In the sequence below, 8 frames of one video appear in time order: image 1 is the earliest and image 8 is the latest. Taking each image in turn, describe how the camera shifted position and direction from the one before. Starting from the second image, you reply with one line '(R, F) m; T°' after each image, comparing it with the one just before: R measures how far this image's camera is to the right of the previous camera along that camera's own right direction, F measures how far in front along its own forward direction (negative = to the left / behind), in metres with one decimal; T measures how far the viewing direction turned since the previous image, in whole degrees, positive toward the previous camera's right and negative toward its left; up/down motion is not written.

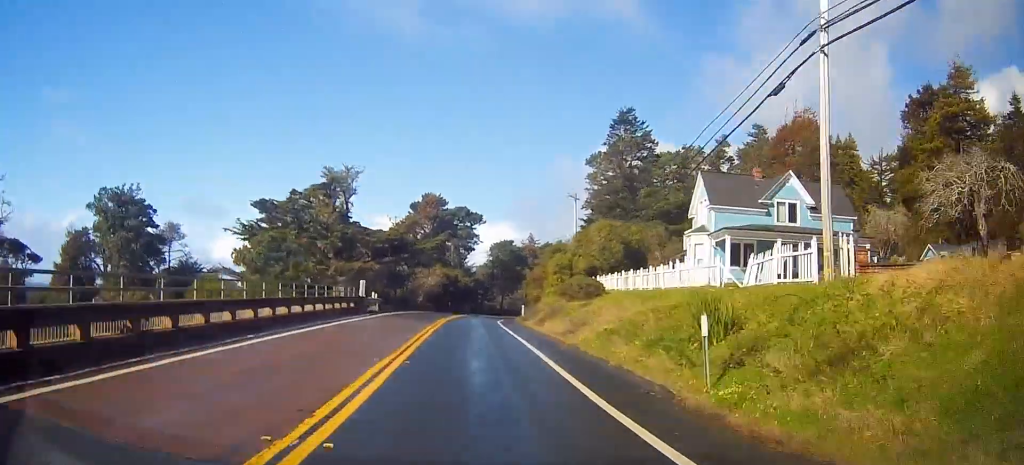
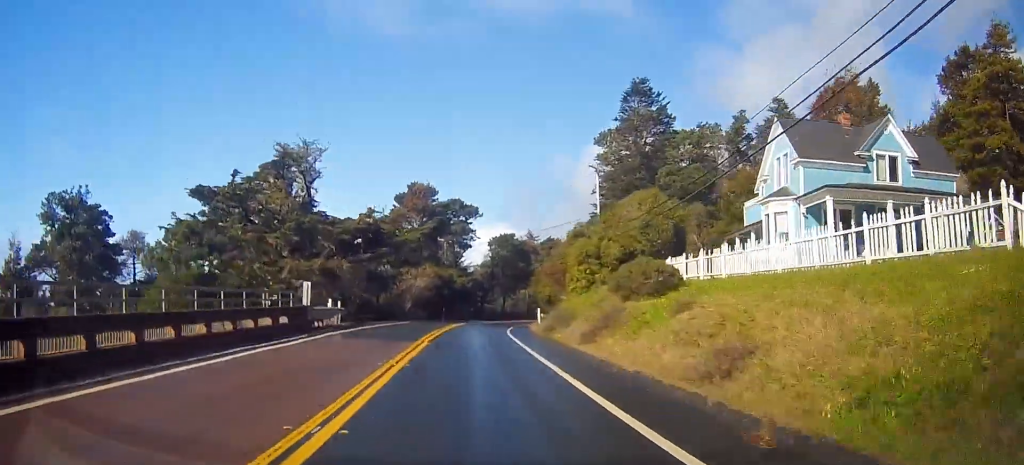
(+0.1, +13.7) m; +1°
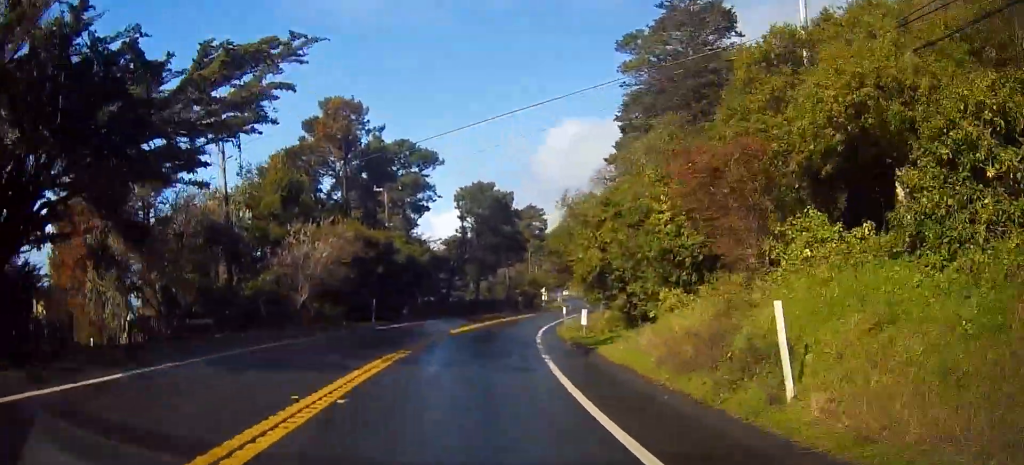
(+0.4, +34.7) m; +5°
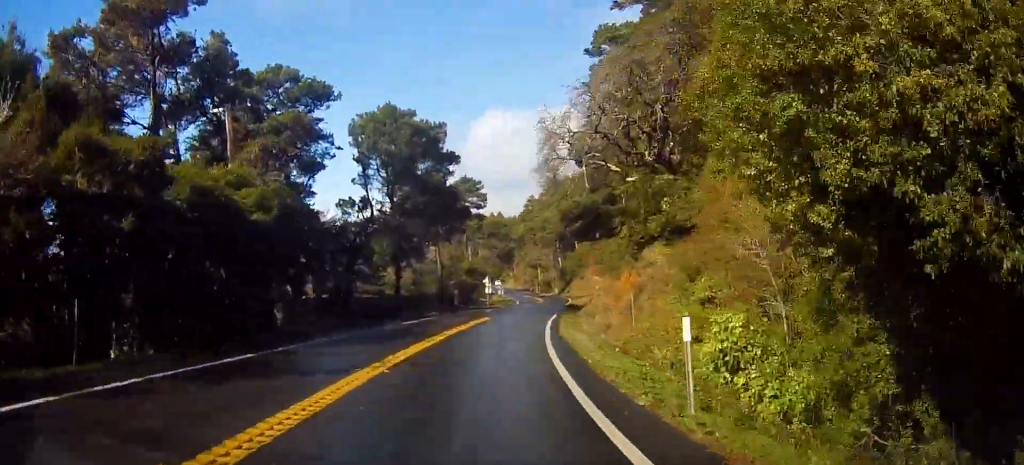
(+2.2, +25.1) m; +8°
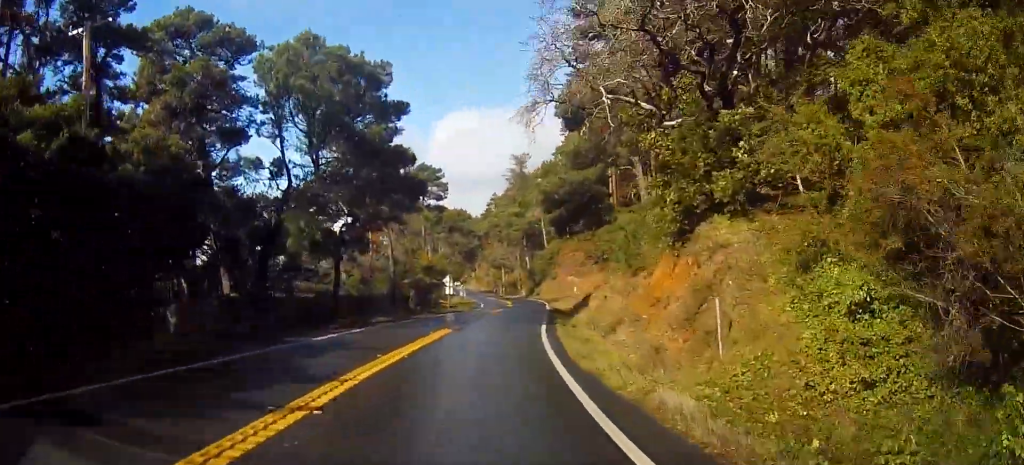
(+0.5, +11.6) m; +2°
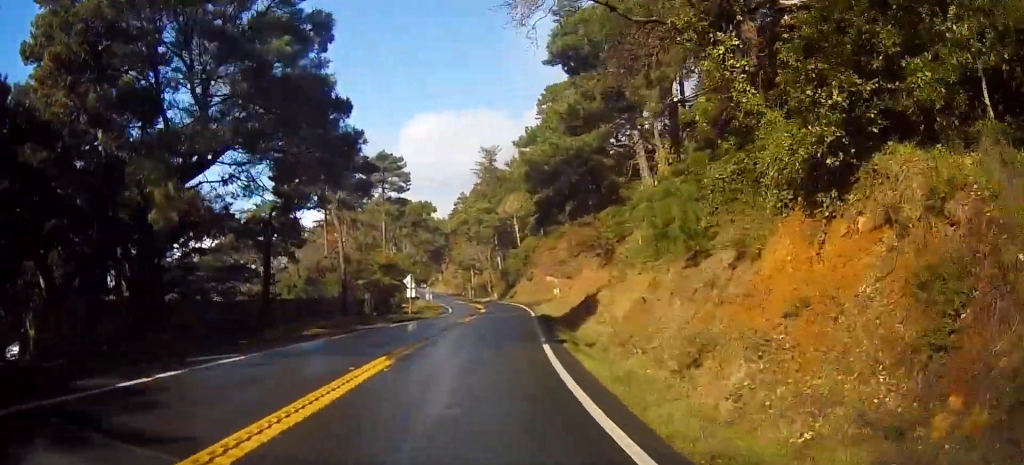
(+0.1, +10.2) m; 0°
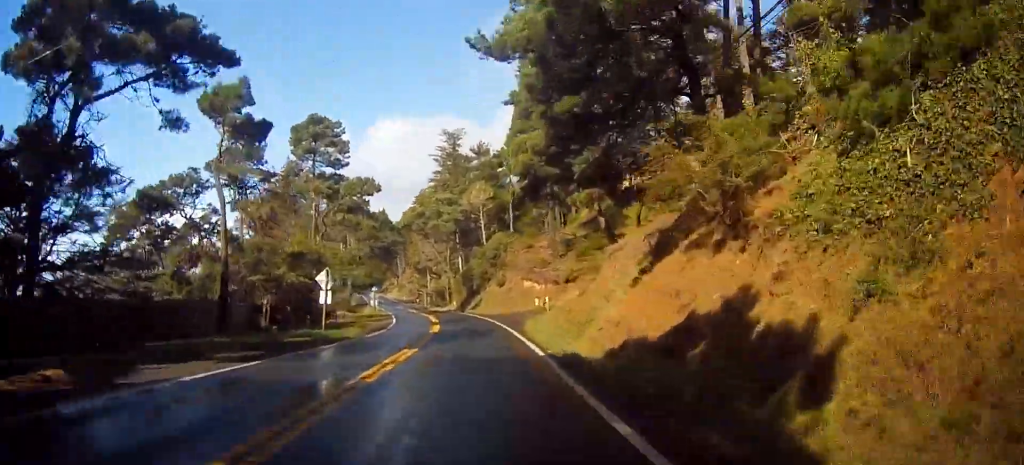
(0.0, +19.7) m; 0°
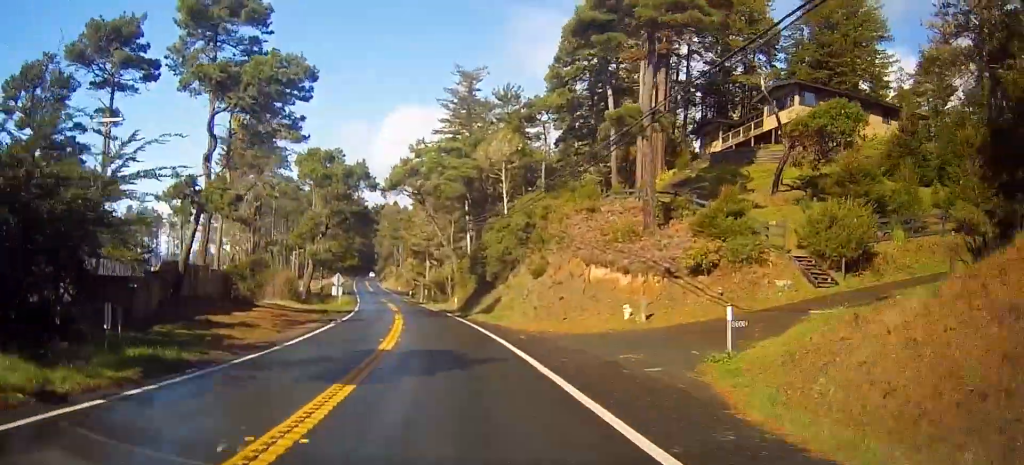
(0.0, +29.8) m; 0°
